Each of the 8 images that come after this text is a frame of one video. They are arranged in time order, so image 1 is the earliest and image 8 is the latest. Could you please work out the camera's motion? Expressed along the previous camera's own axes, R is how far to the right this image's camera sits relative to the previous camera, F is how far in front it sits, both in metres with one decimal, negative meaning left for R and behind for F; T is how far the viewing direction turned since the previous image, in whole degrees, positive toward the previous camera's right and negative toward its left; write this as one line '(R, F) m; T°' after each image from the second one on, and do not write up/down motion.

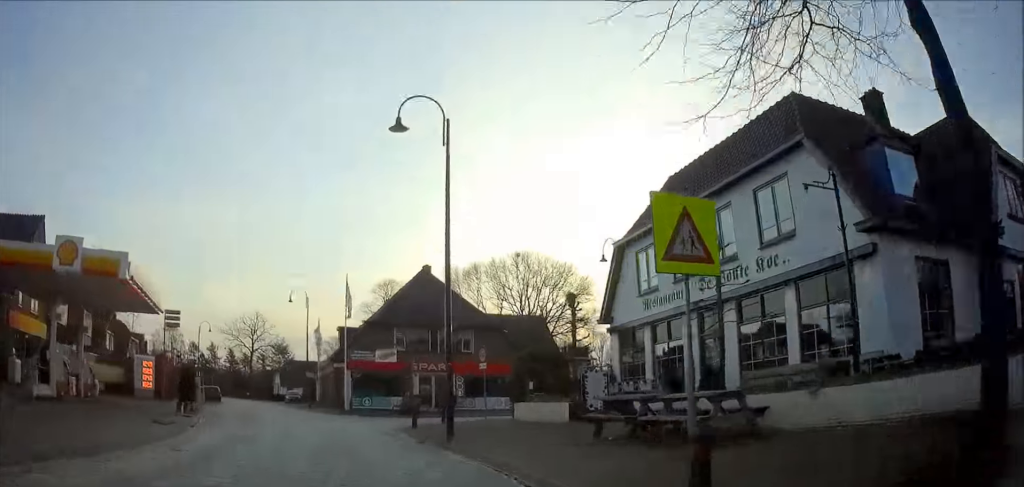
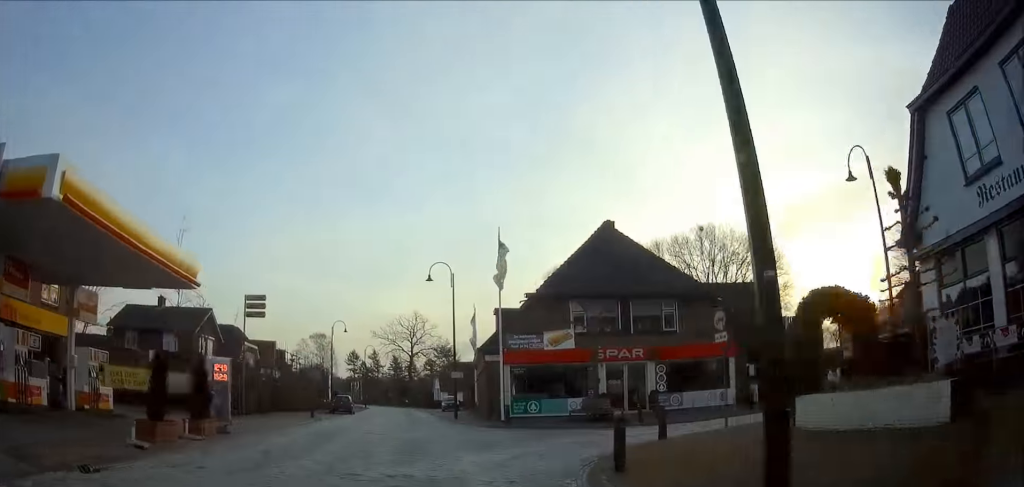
(-1.5, +11.1) m; -10°
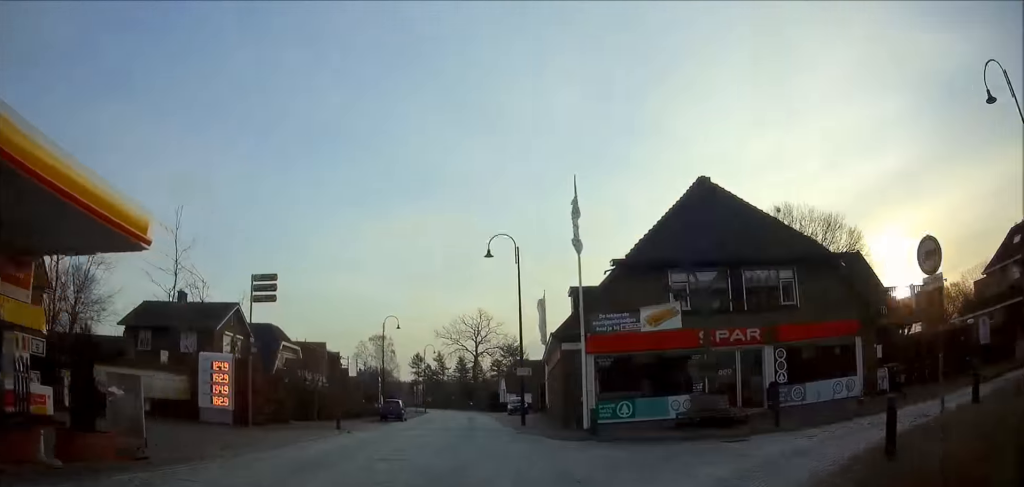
(-0.5, +6.5) m; -5°
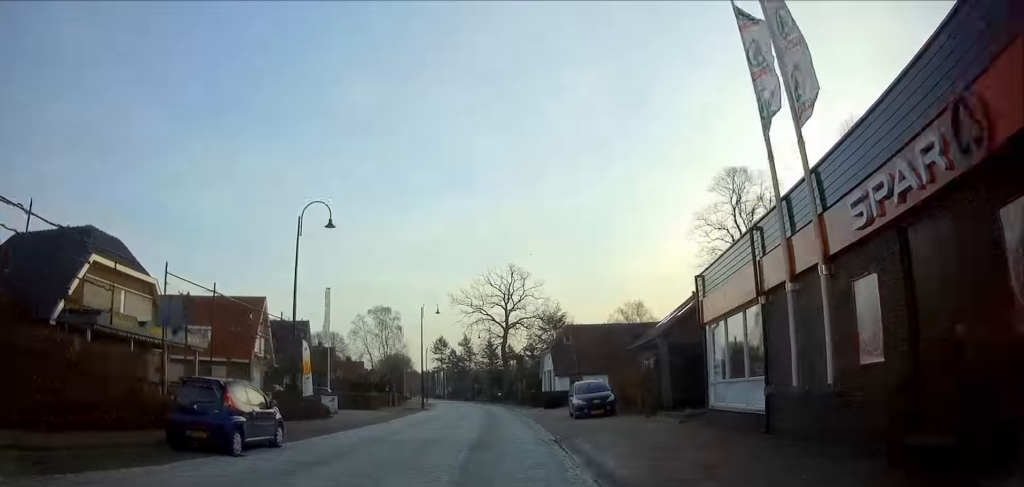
(-2.0, +29.7) m; -5°
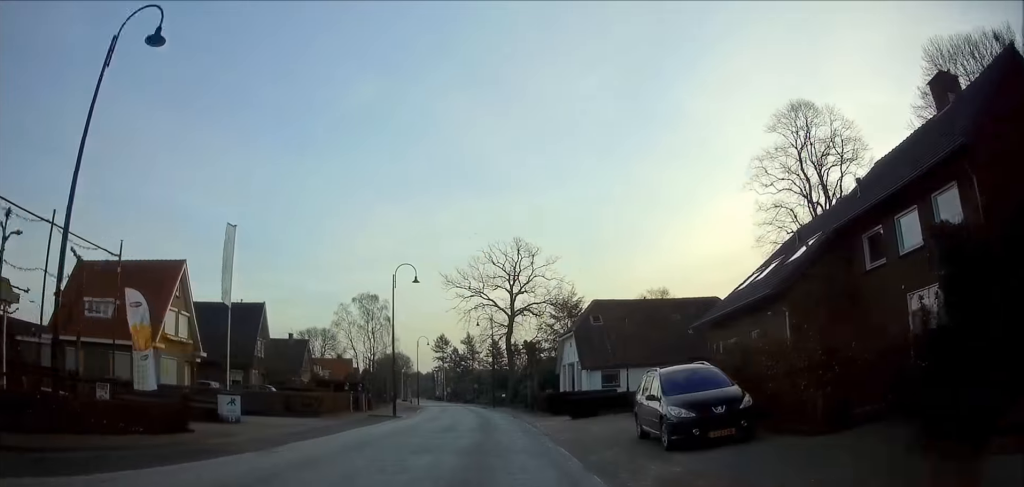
(-0.1, +13.7) m; -1°
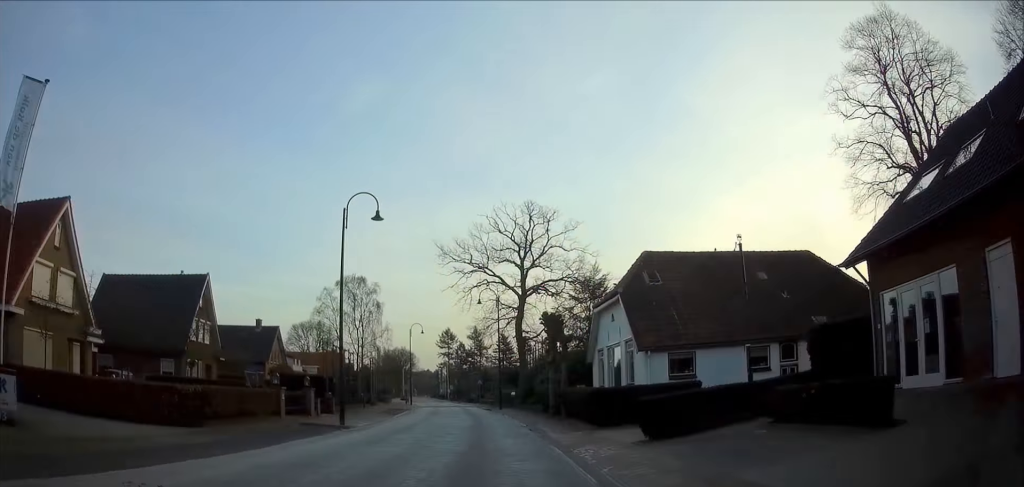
(-0.1, +12.7) m; -1°
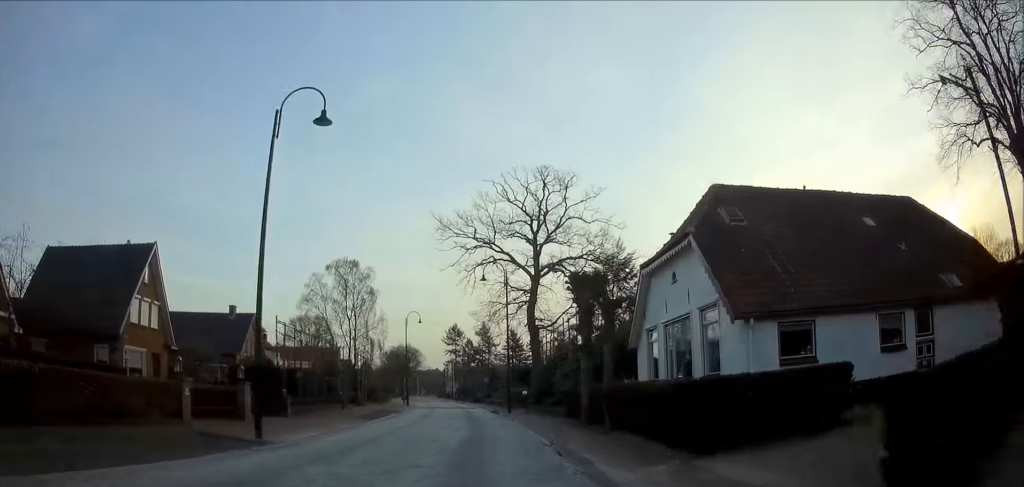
(-0.1, +8.4) m; -1°
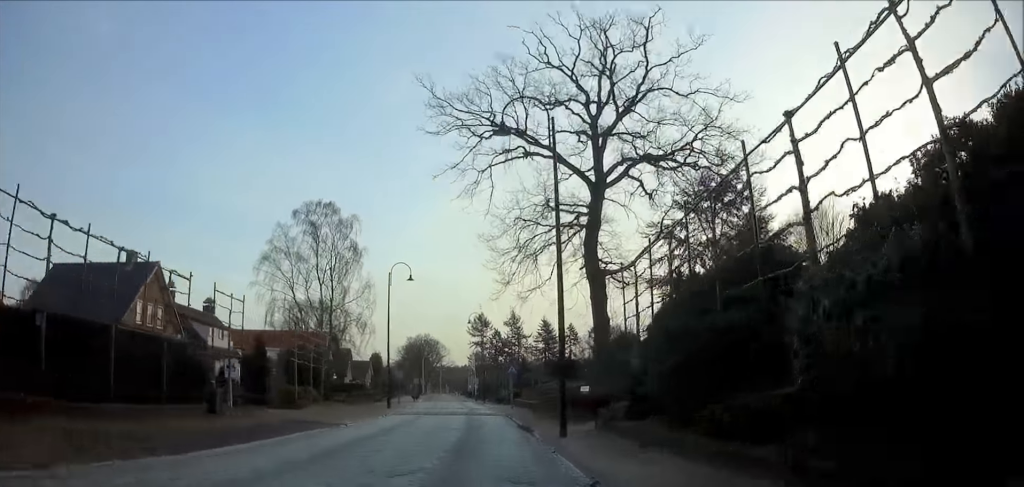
(-0.6, +20.2) m; -2°
